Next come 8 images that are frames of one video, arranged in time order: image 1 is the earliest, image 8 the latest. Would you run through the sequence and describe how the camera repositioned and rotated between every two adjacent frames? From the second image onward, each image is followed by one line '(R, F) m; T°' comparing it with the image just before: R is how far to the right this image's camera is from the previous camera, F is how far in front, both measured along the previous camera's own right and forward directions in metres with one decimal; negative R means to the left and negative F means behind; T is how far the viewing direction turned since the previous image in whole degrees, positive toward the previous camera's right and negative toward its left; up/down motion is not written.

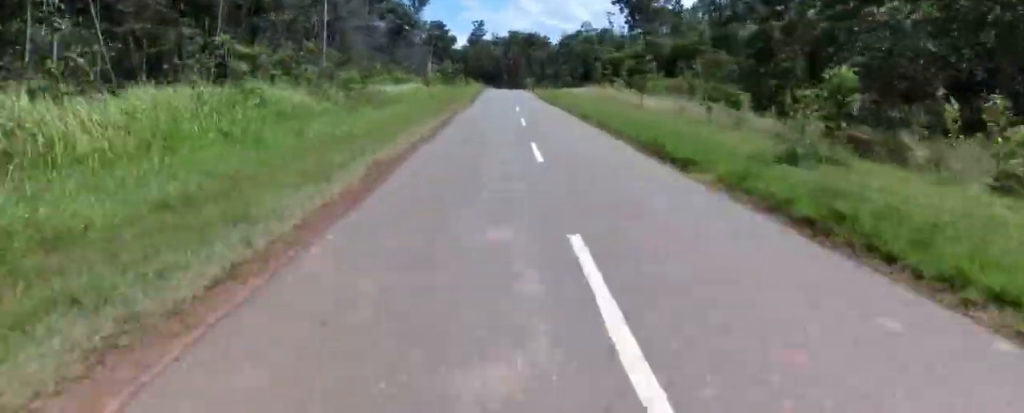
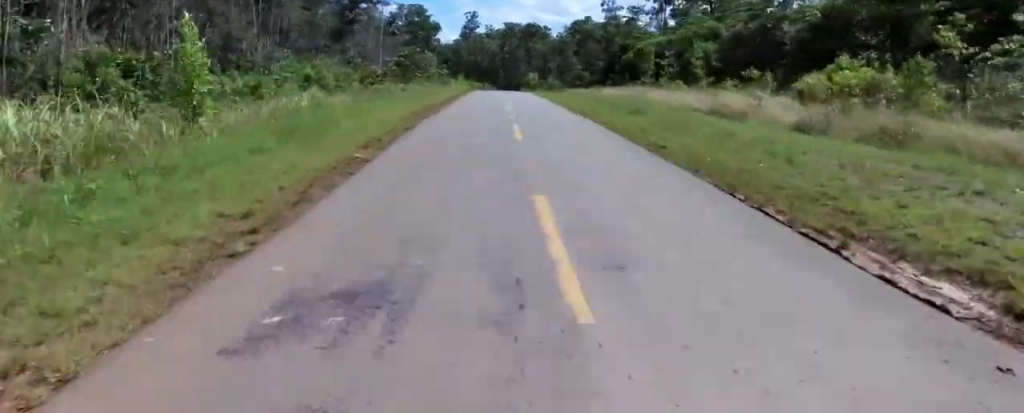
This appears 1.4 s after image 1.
(+0.2, +33.7) m; +3°
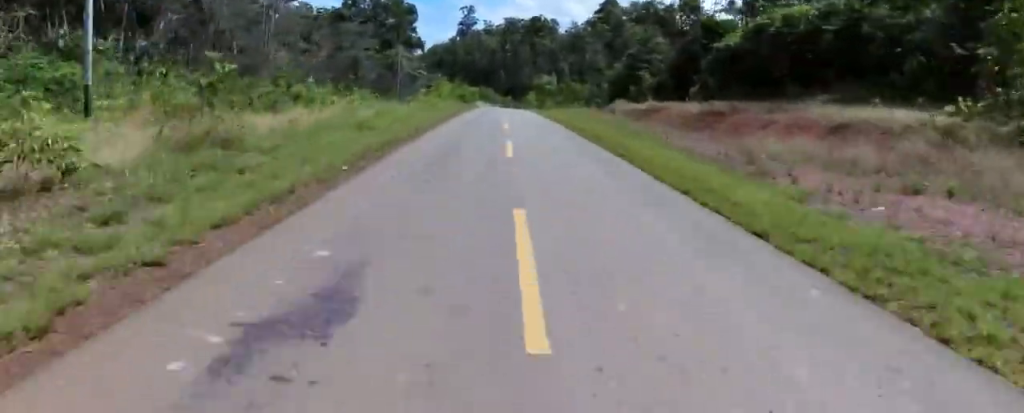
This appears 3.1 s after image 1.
(+1.5, +40.0) m; +2°
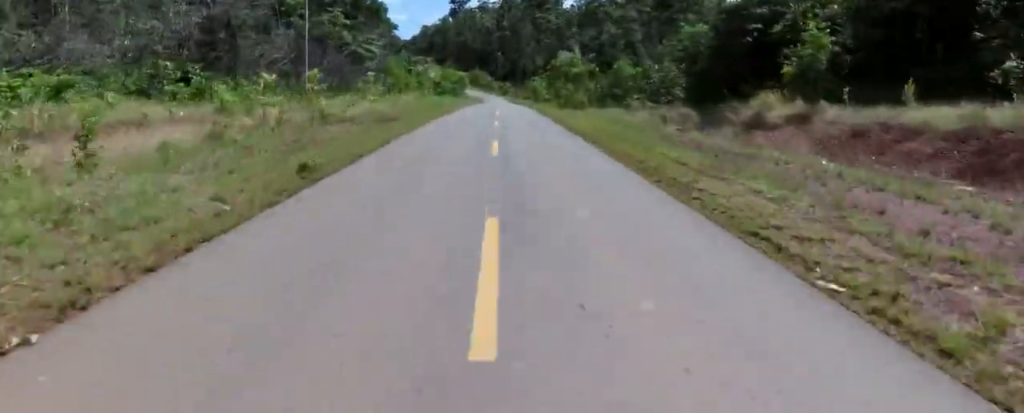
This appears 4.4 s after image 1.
(0.0, +33.0) m; 0°
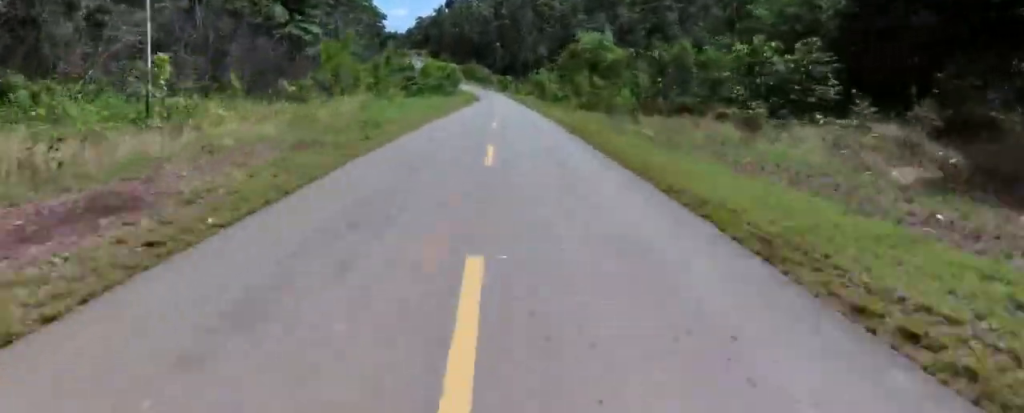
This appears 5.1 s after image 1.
(0.0, +16.7) m; 0°
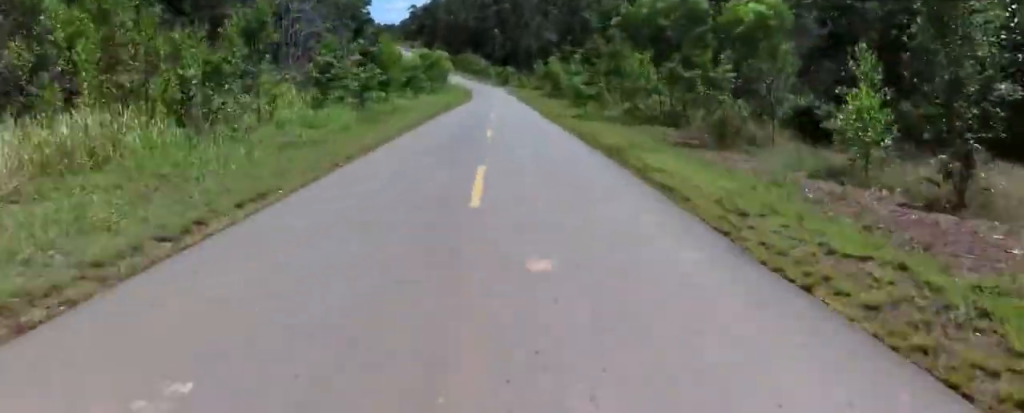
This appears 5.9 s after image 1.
(0.0, +18.8) m; -3°
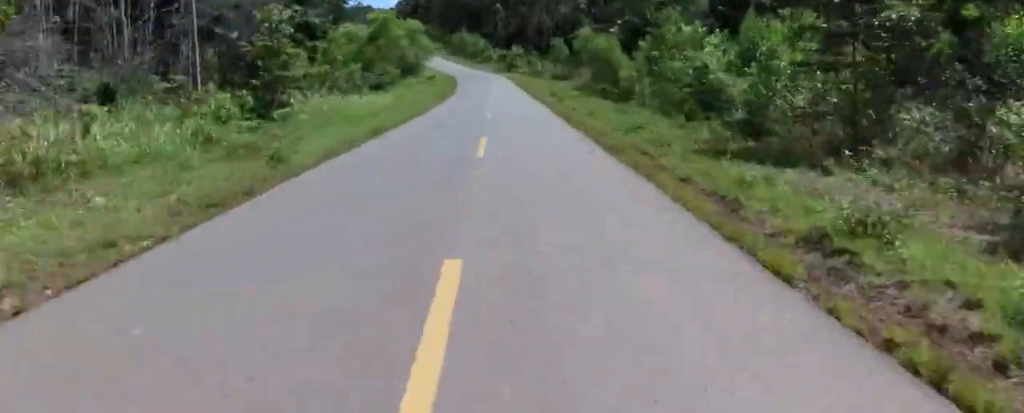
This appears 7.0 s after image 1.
(-2.0, +30.0) m; -1°
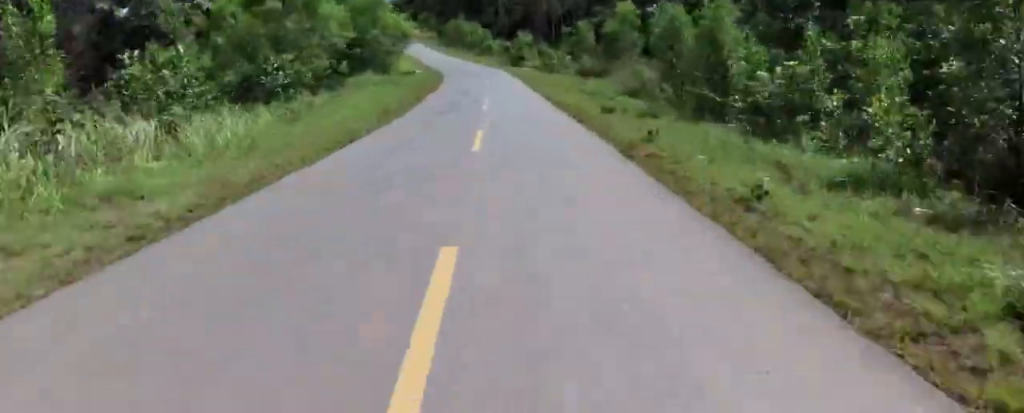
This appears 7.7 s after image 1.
(+0.9, +15.8) m; +1°
